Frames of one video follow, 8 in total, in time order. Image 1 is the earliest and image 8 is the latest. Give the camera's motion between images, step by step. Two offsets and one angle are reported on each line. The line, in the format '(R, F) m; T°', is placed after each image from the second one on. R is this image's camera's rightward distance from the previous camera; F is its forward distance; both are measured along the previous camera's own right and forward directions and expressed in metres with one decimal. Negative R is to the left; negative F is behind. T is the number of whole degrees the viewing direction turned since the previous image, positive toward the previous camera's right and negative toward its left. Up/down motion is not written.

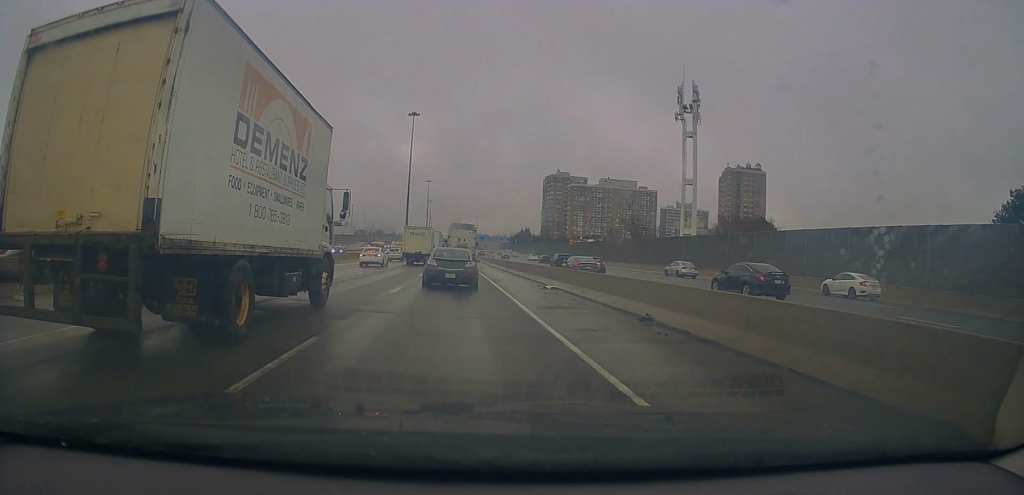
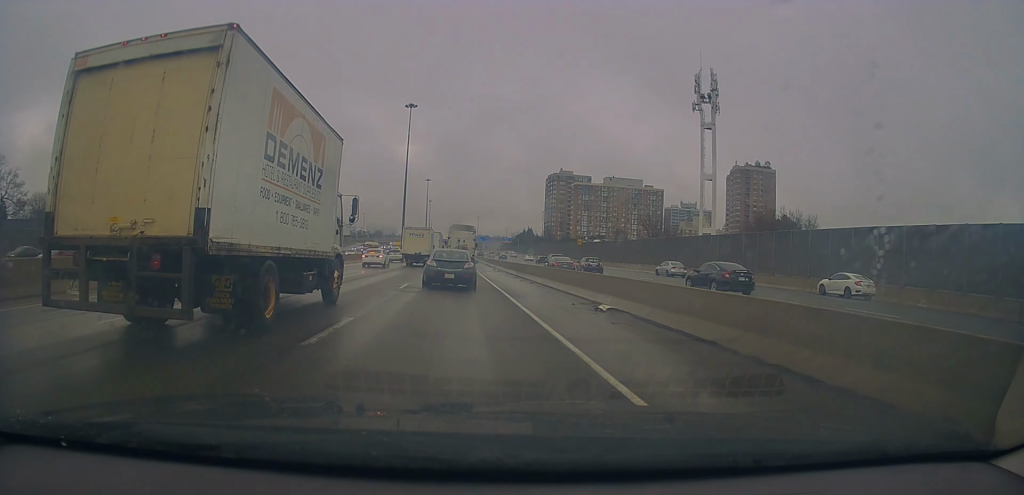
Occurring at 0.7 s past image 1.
(+0.2, +9.2) m; 0°
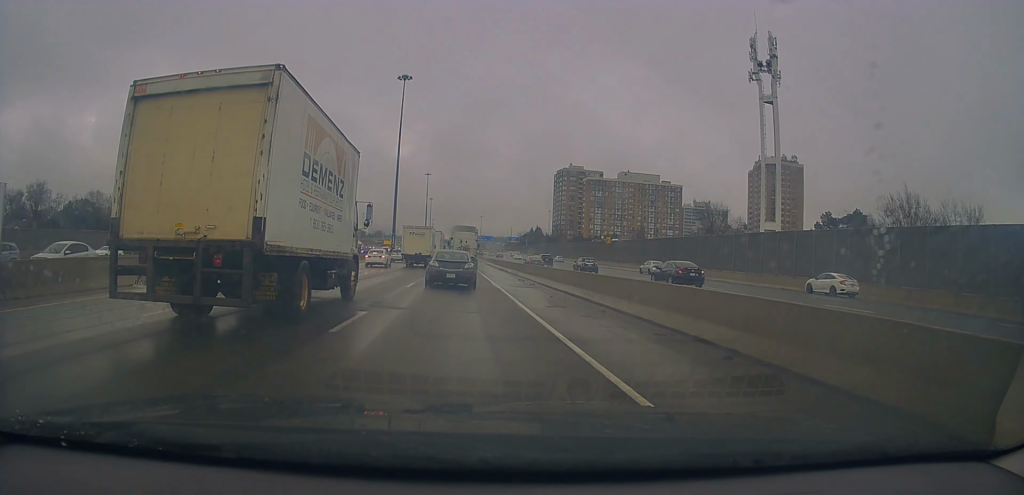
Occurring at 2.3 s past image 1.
(-0.1, +23.1) m; +1°
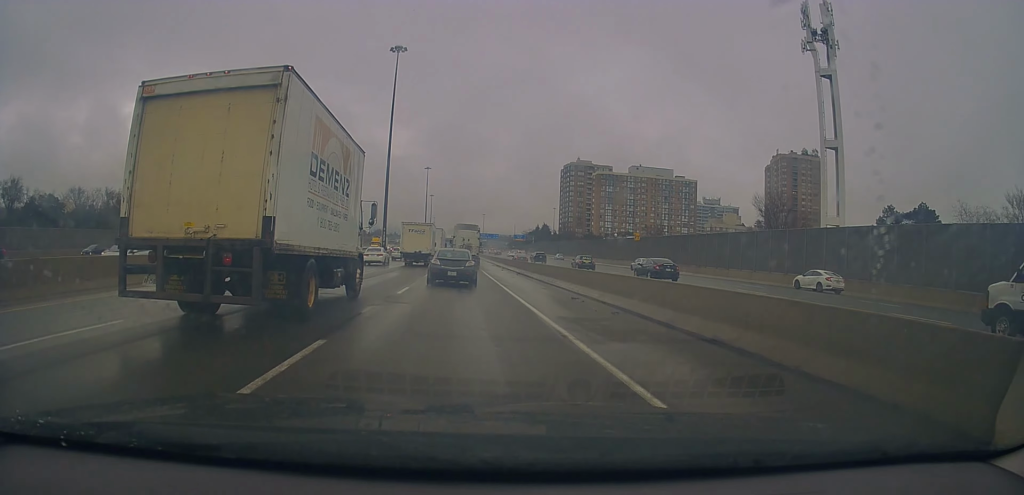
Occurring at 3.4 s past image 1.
(+0.3, +16.0) m; -2°
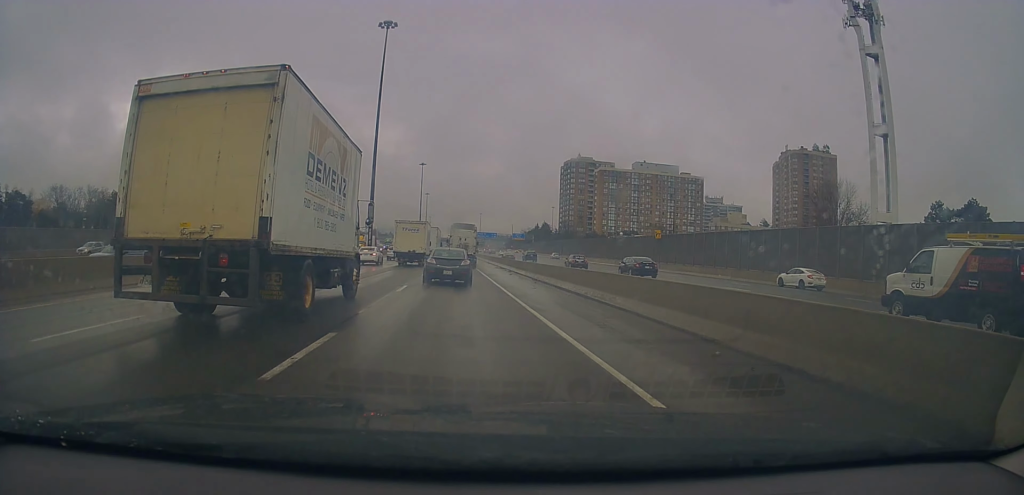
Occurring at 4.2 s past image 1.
(-0.8, +11.4) m; -1°
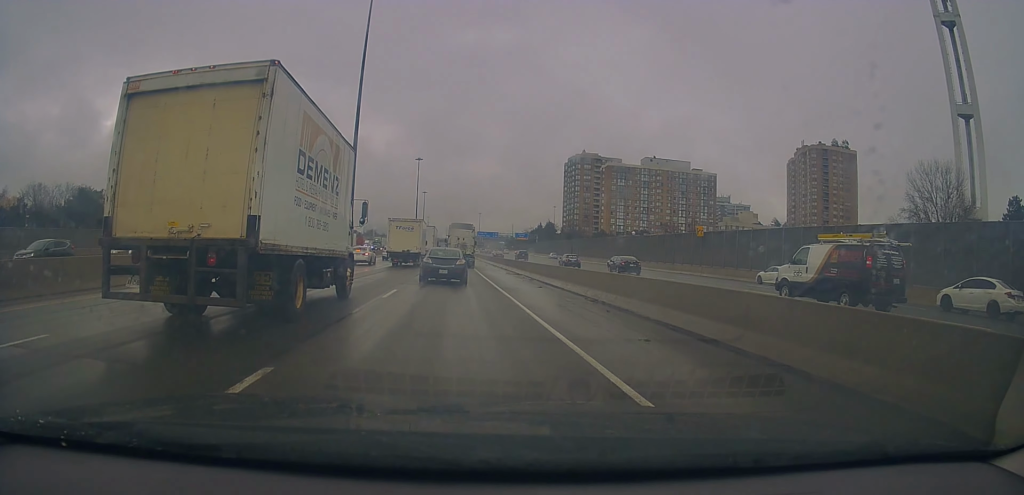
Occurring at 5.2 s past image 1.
(+0.9, +15.0) m; +1°
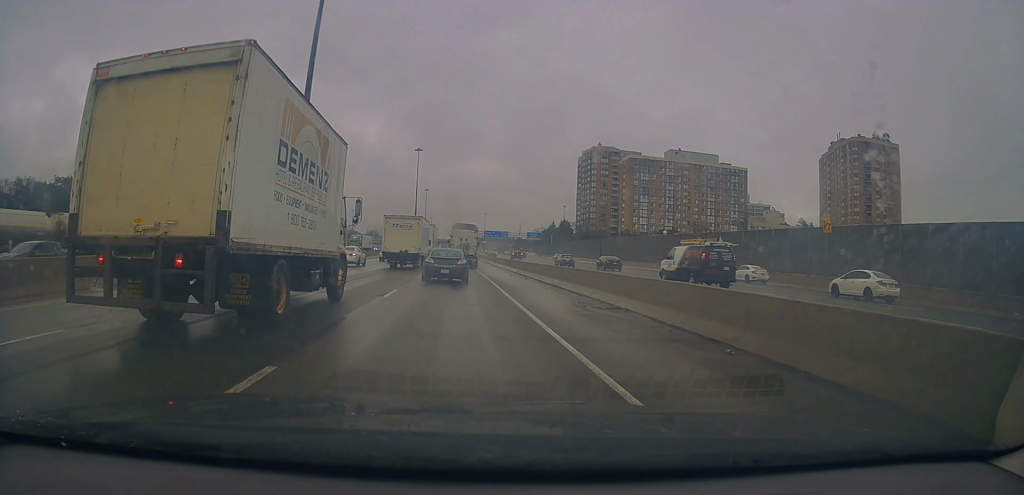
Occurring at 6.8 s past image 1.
(-0.2, +24.5) m; +1°
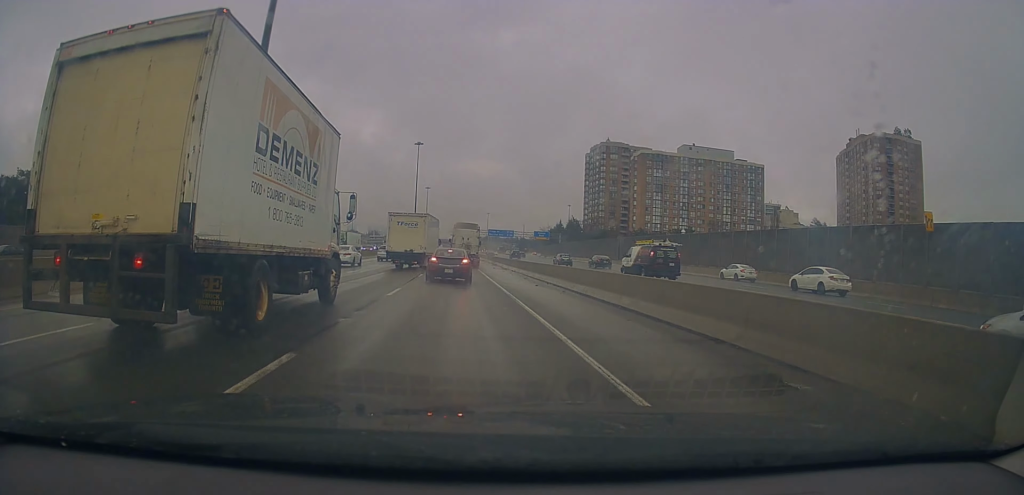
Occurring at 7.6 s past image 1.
(+0.1, +11.7) m; 0°
